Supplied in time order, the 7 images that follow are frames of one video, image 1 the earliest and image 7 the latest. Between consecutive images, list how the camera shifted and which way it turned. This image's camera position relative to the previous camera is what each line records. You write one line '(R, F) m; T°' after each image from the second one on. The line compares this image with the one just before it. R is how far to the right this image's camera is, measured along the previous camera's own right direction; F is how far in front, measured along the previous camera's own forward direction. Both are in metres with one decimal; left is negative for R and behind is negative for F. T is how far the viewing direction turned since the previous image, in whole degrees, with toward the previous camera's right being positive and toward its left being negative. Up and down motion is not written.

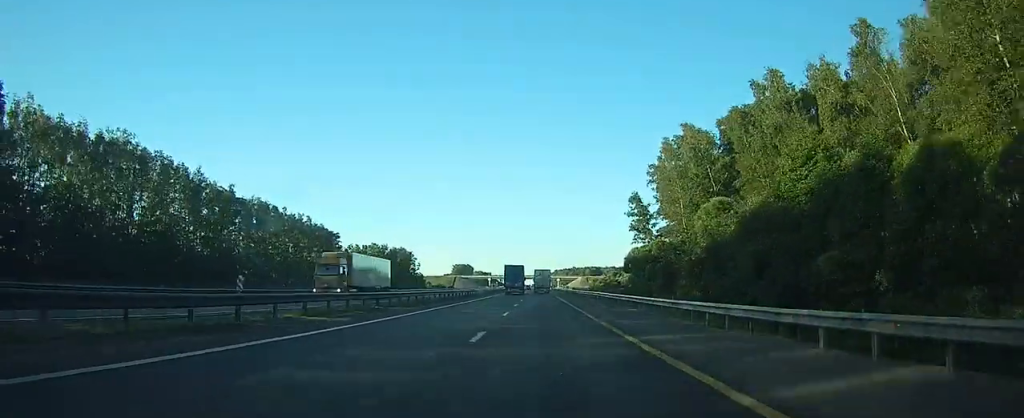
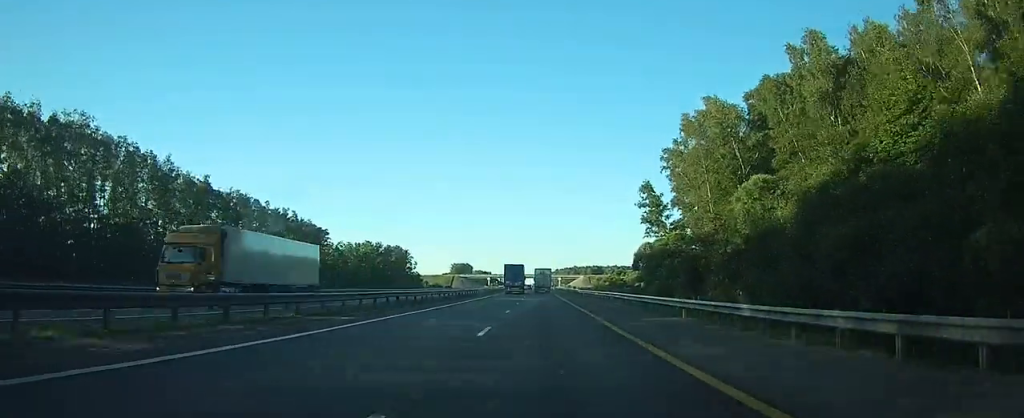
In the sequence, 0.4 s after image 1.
(0.0, +10.6) m; 0°
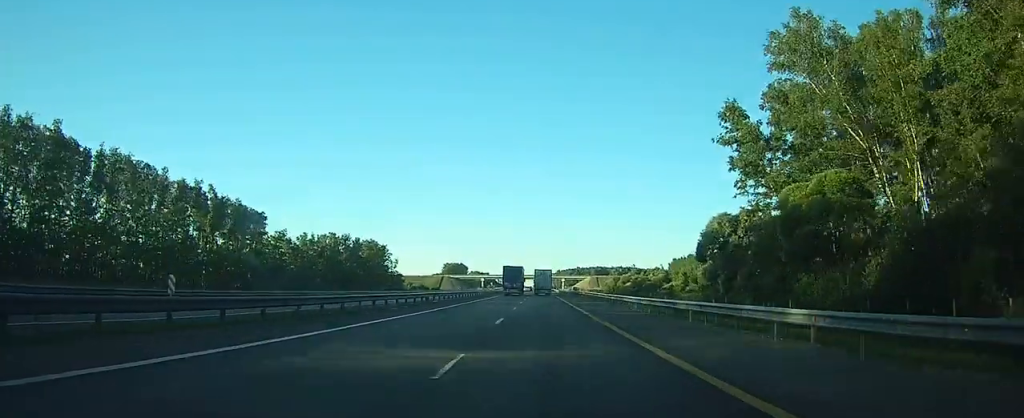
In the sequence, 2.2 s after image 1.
(-0.1, +43.0) m; 0°
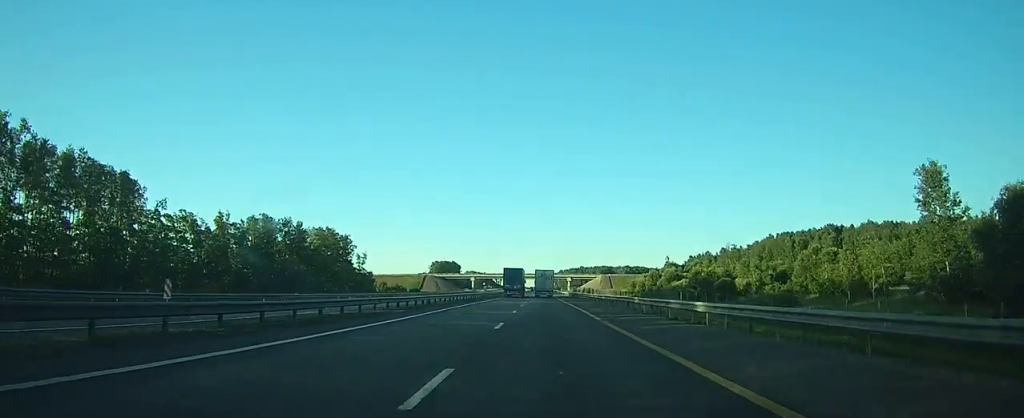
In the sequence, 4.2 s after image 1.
(0.0, +50.1) m; 0°
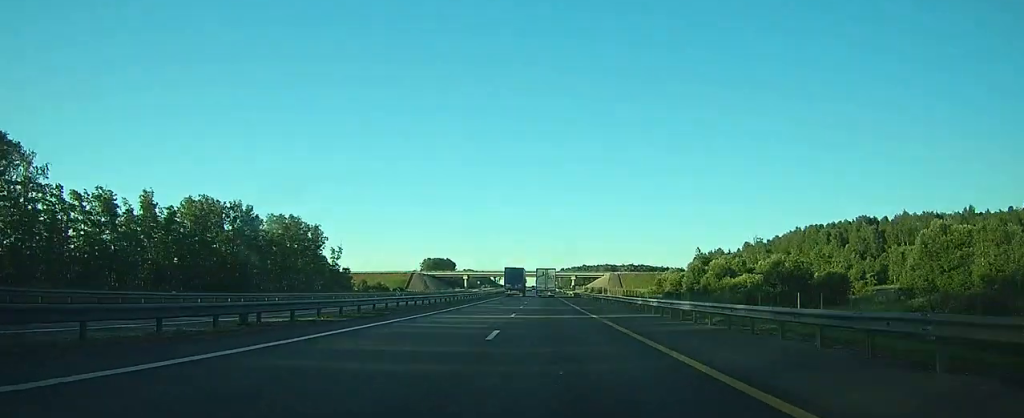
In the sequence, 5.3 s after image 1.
(0.0, +27.7) m; 0°
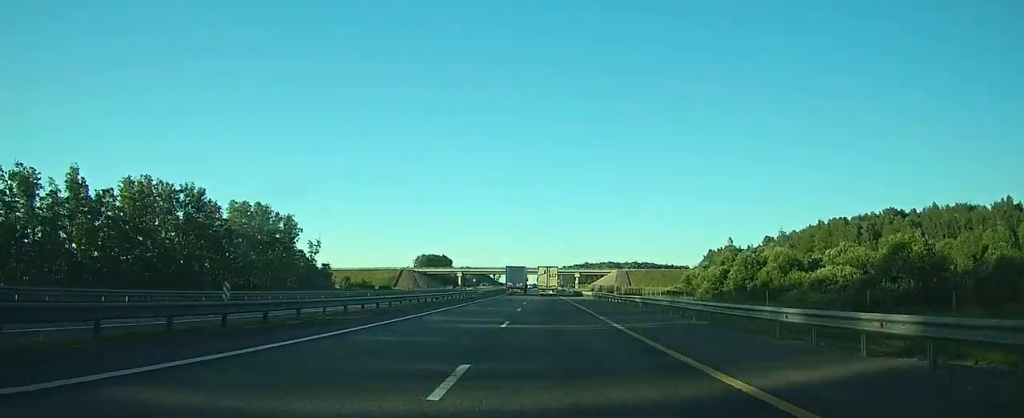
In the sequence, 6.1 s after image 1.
(-0.1, +19.5) m; 0°
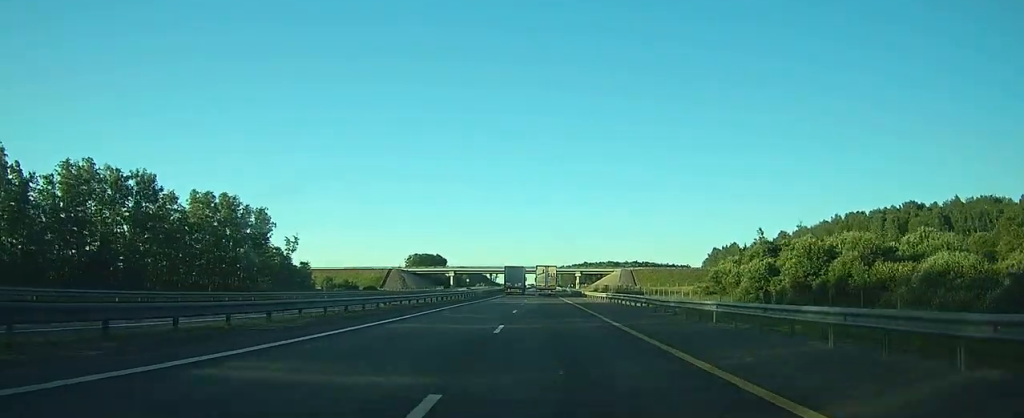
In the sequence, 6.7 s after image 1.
(0.0, +14.6) m; 0°
